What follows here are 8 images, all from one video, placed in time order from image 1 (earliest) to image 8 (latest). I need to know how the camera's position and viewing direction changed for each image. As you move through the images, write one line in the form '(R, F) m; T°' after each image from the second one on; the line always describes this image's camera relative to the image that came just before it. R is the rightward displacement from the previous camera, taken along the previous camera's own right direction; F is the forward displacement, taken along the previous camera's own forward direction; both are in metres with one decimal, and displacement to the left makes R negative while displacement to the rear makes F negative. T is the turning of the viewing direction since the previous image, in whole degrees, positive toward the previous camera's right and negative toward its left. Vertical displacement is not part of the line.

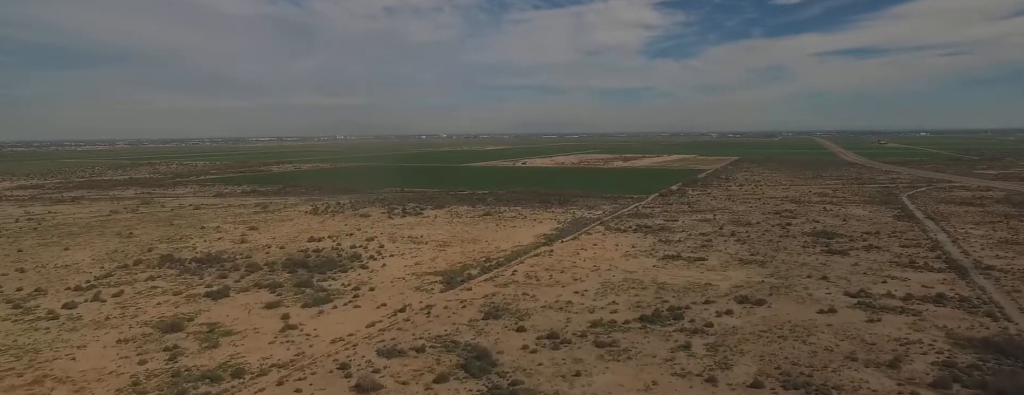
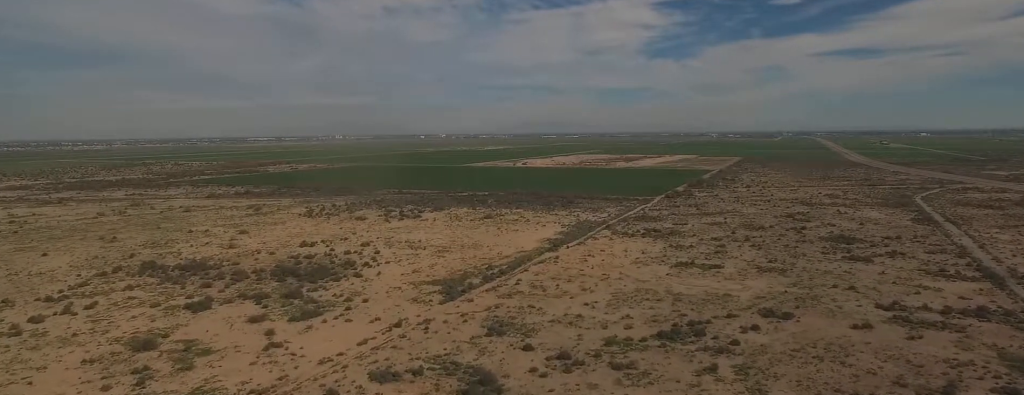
(-0.1, +16.7) m; -1°
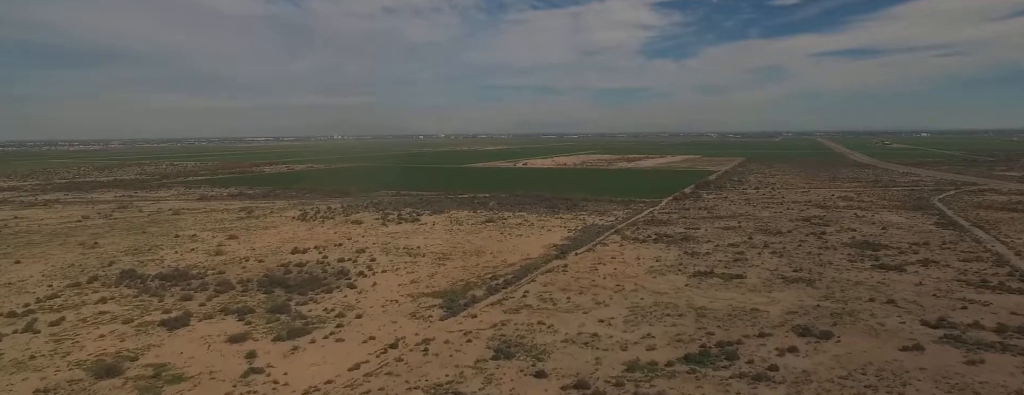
(0.0, +18.8) m; 0°
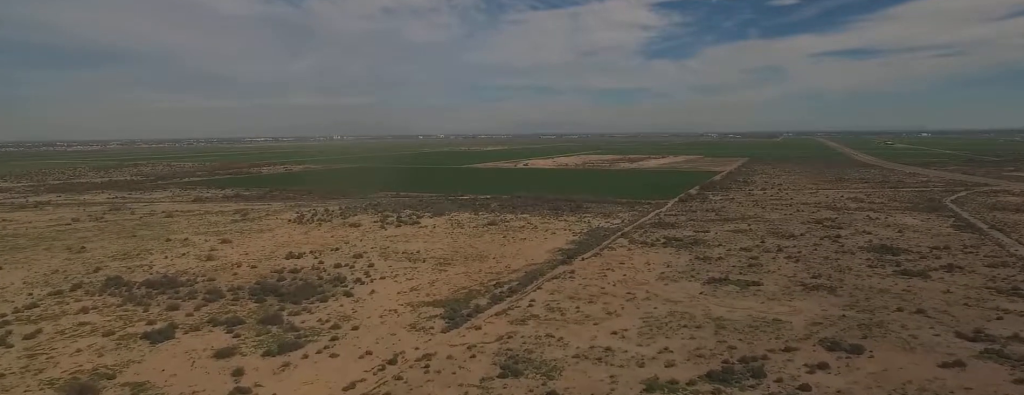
(0.0, +12.0) m; 0°
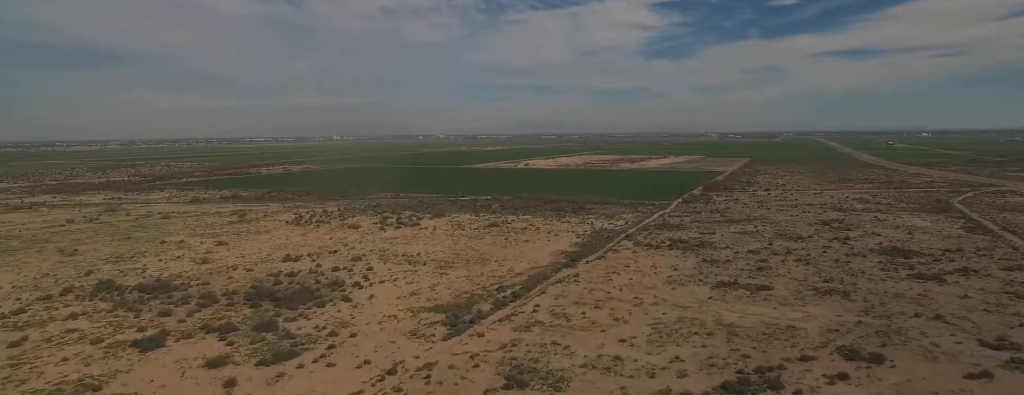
(0.0, +6.8) m; 0°
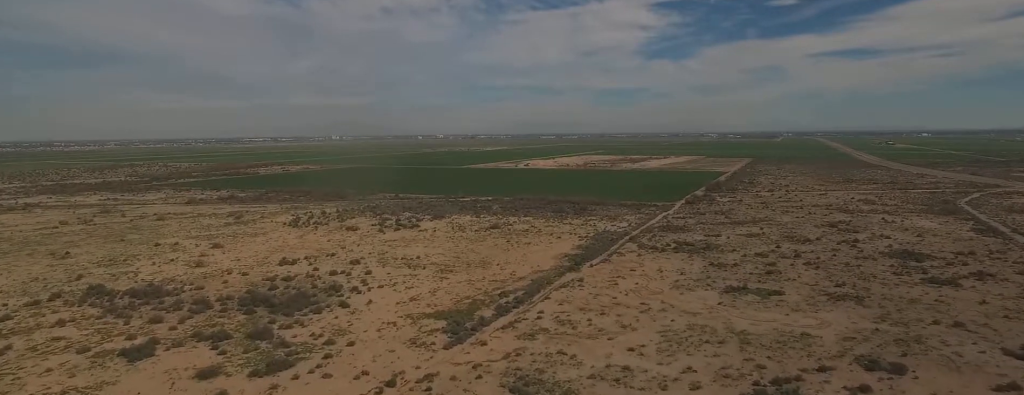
(0.0, +6.8) m; 0°
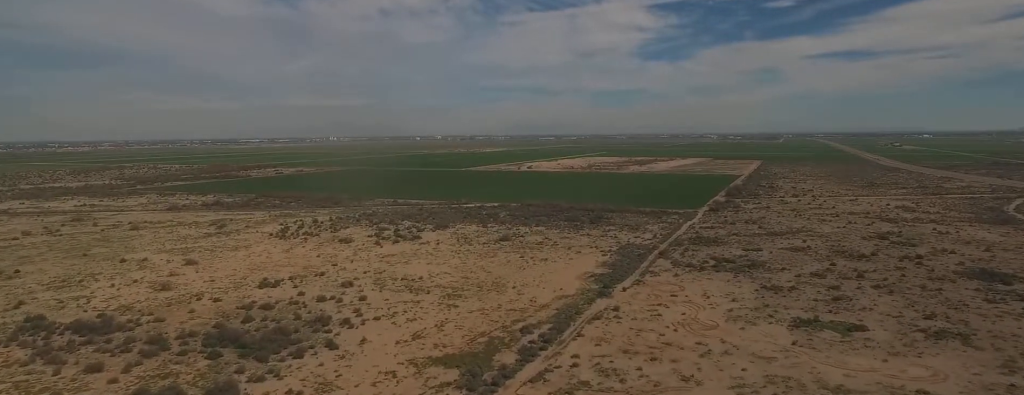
(+0.3, +38.9) m; 0°
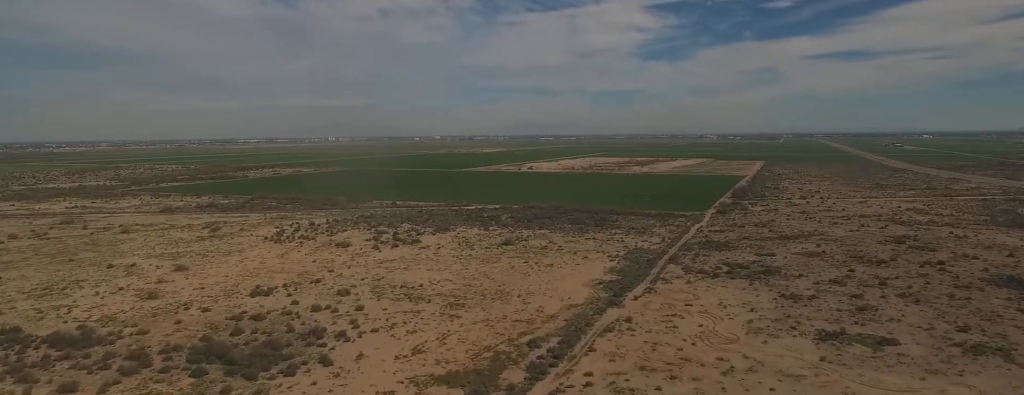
(0.0, +11.5) m; 0°
